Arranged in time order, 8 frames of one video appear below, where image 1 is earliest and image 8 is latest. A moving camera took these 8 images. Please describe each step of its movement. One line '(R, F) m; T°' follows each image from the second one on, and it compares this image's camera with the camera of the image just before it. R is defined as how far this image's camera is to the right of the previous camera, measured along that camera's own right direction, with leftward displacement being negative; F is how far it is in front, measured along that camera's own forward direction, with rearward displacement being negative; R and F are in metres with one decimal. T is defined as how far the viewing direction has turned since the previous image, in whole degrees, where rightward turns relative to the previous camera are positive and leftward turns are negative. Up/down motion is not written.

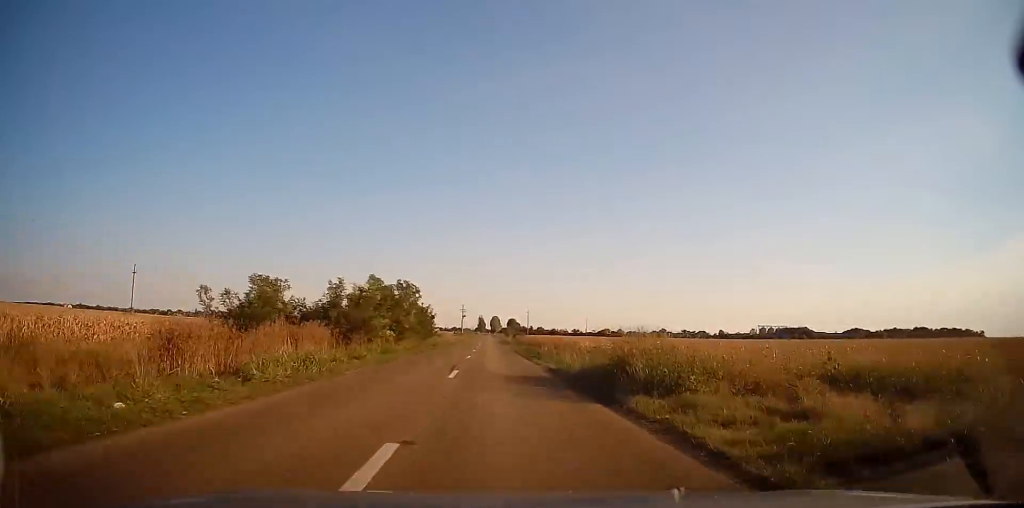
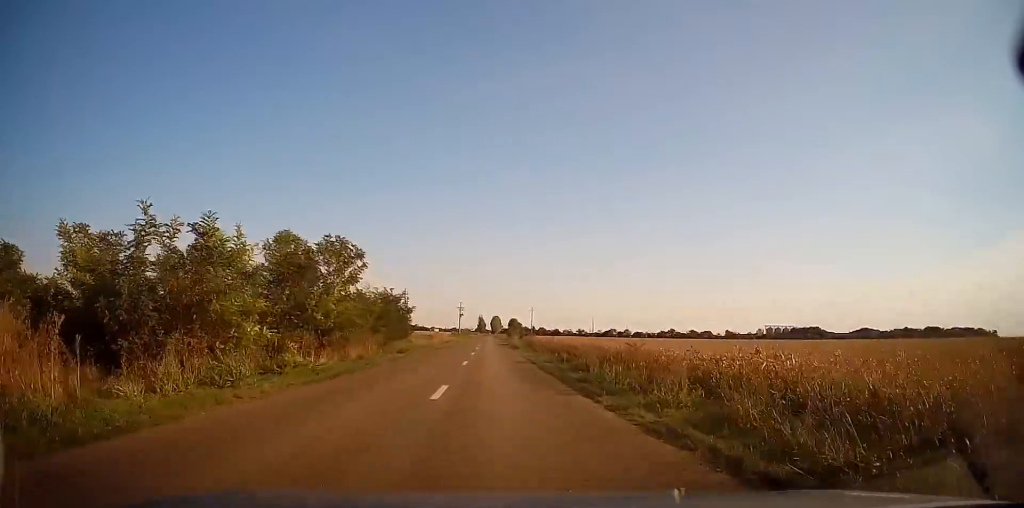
(0.0, +16.8) m; 0°
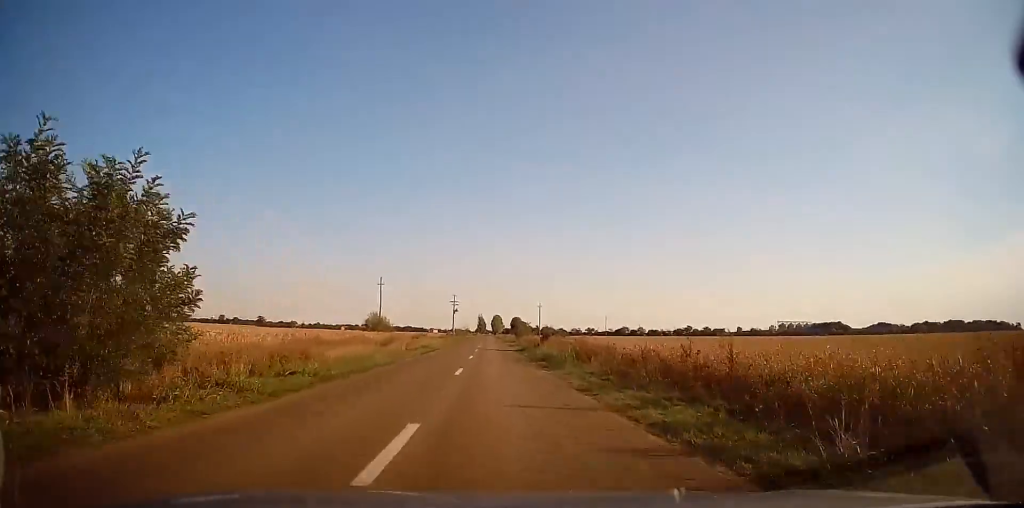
(+0.1, +29.8) m; +1°
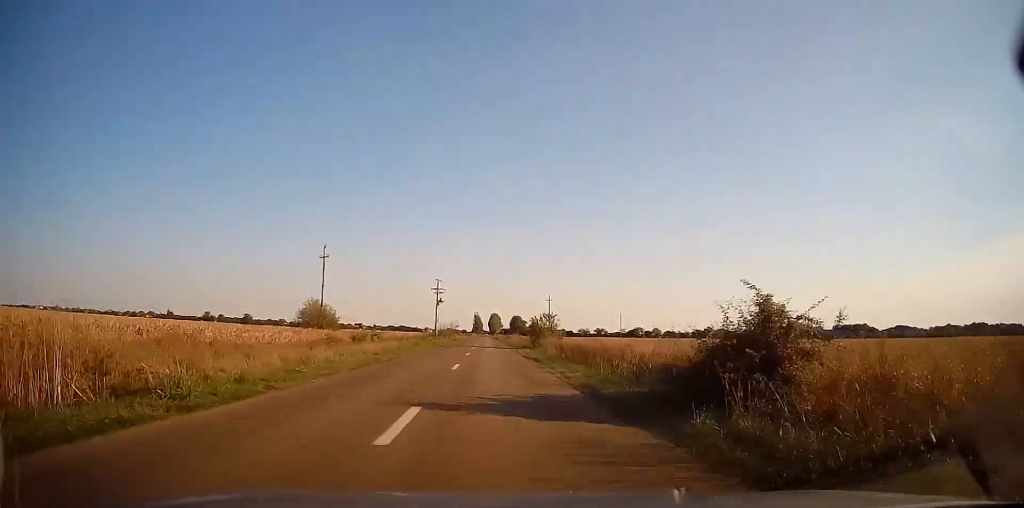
(+0.3, +35.1) m; 0°
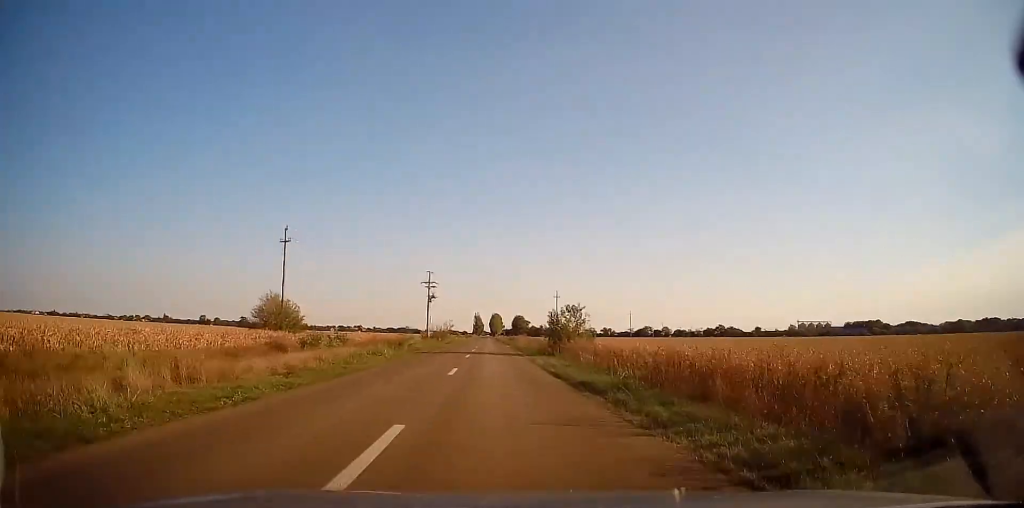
(-0.2, +13.8) m; 0°
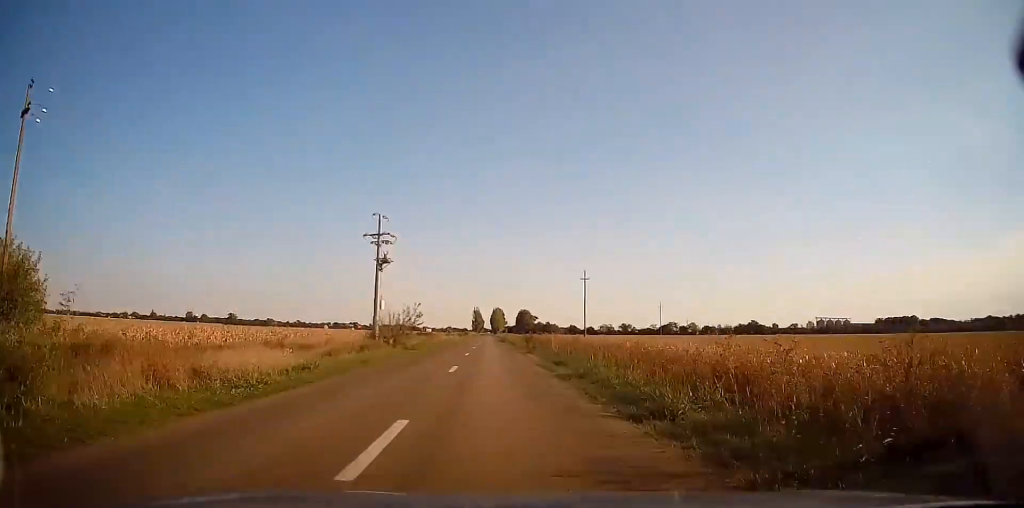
(-0.3, +36.0) m; 0°
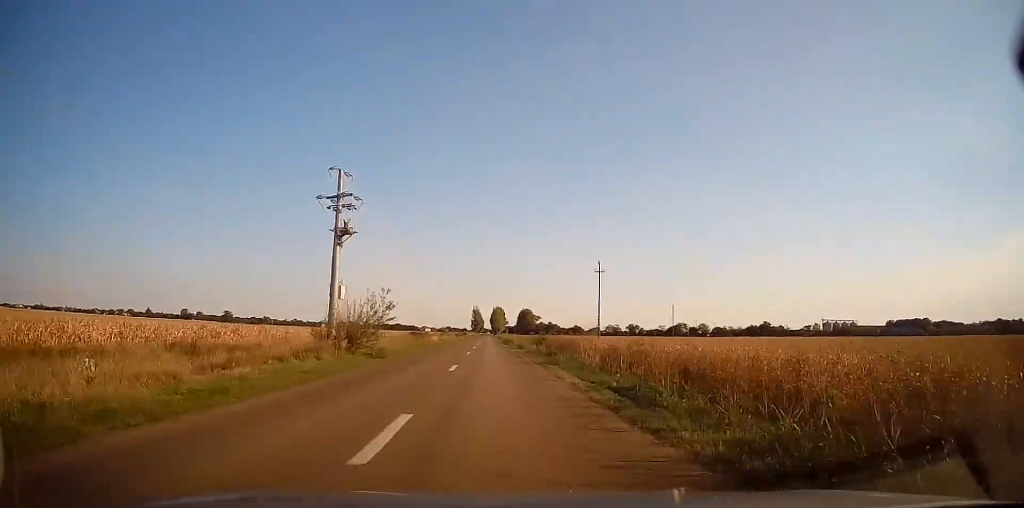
(0.0, +11.7) m; 0°
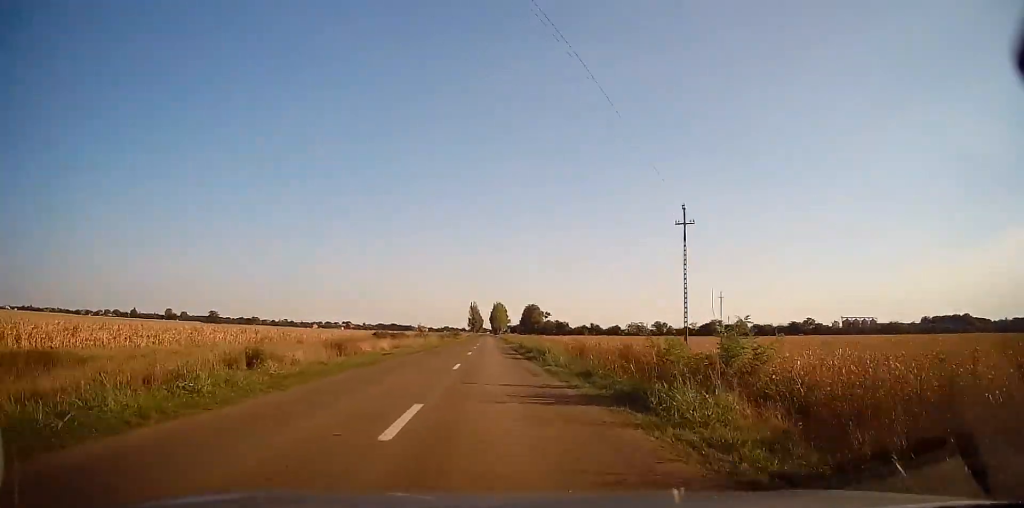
(+0.2, +35.2) m; 0°
